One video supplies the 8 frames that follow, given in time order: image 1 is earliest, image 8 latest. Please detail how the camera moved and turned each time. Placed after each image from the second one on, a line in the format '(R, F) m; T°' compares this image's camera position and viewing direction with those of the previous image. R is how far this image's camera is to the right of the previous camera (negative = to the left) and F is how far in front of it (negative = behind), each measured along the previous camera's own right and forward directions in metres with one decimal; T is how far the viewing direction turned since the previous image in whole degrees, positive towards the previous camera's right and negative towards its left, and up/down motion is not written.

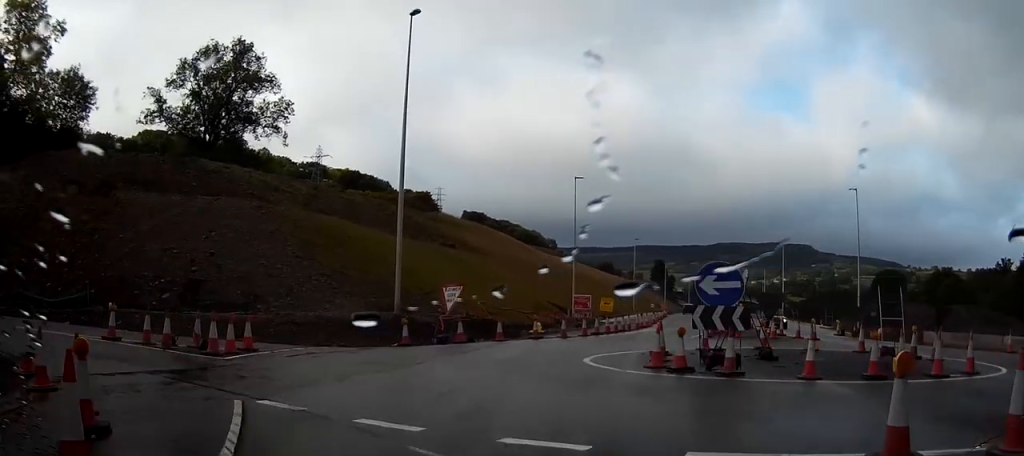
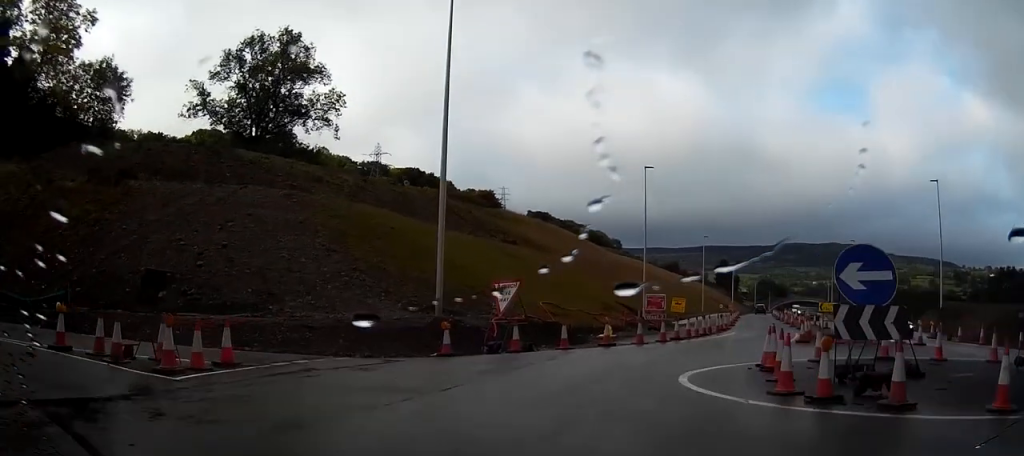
(0.0, +5.6) m; +3°
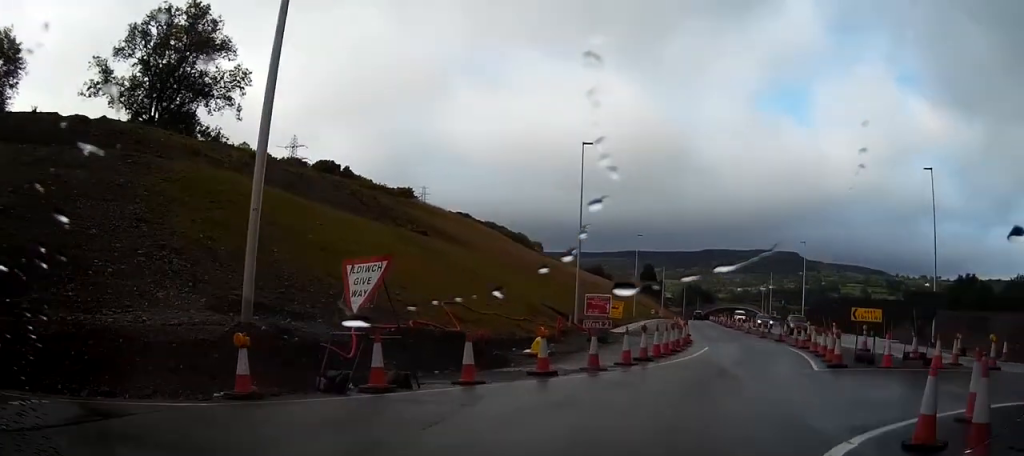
(+0.7, +11.7) m; +10°
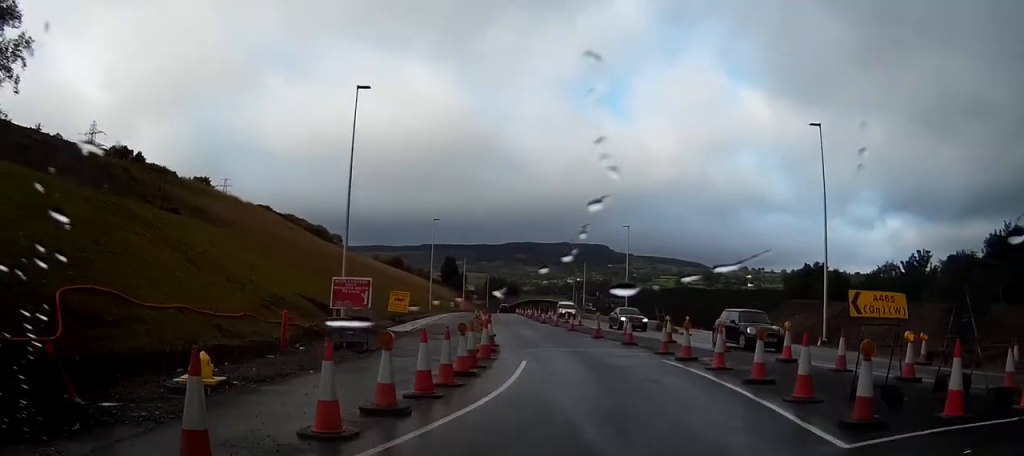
(+1.1, +10.3) m; +8°
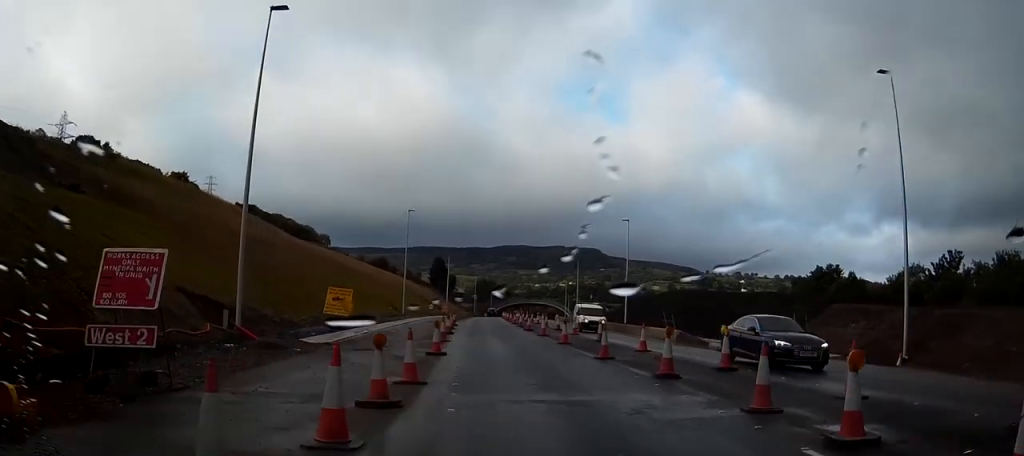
(+0.3, +8.3) m; +2°
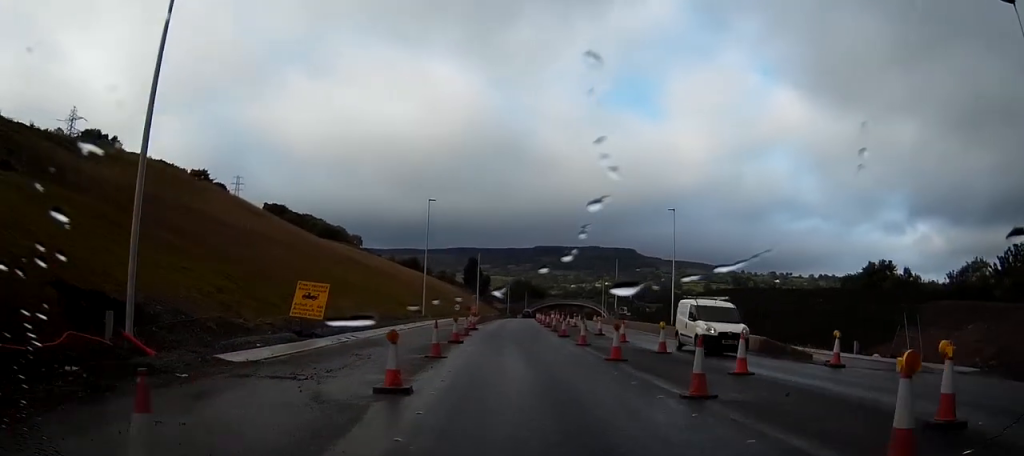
(-0.1, +10.1) m; -1°
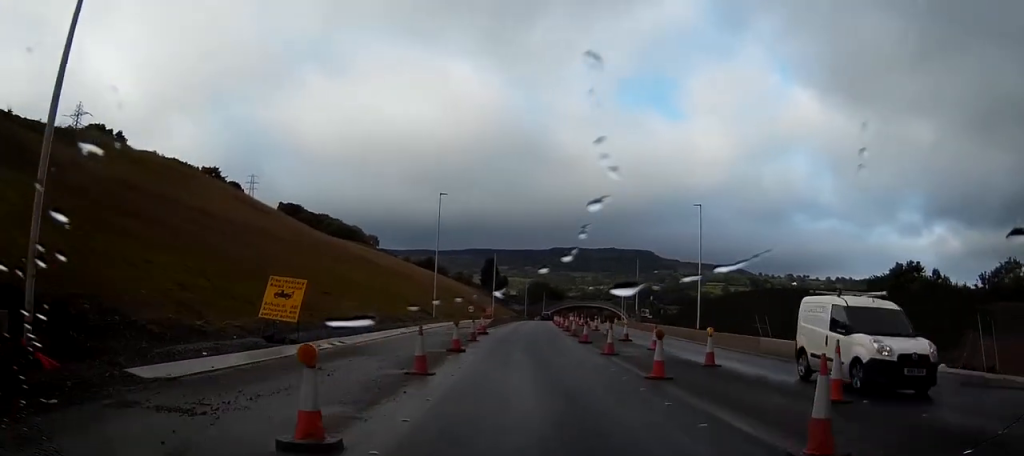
(-0.1, +6.0) m; -1°
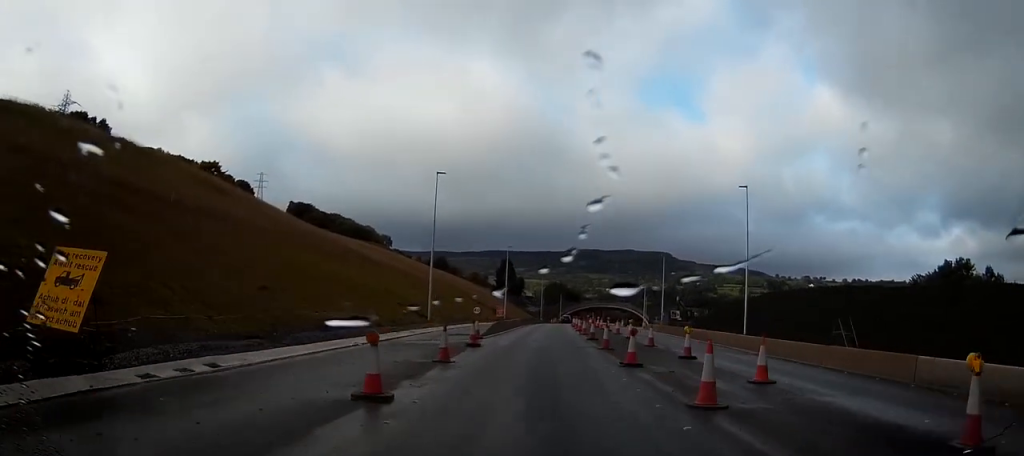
(-0.1, +12.9) m; -1°
